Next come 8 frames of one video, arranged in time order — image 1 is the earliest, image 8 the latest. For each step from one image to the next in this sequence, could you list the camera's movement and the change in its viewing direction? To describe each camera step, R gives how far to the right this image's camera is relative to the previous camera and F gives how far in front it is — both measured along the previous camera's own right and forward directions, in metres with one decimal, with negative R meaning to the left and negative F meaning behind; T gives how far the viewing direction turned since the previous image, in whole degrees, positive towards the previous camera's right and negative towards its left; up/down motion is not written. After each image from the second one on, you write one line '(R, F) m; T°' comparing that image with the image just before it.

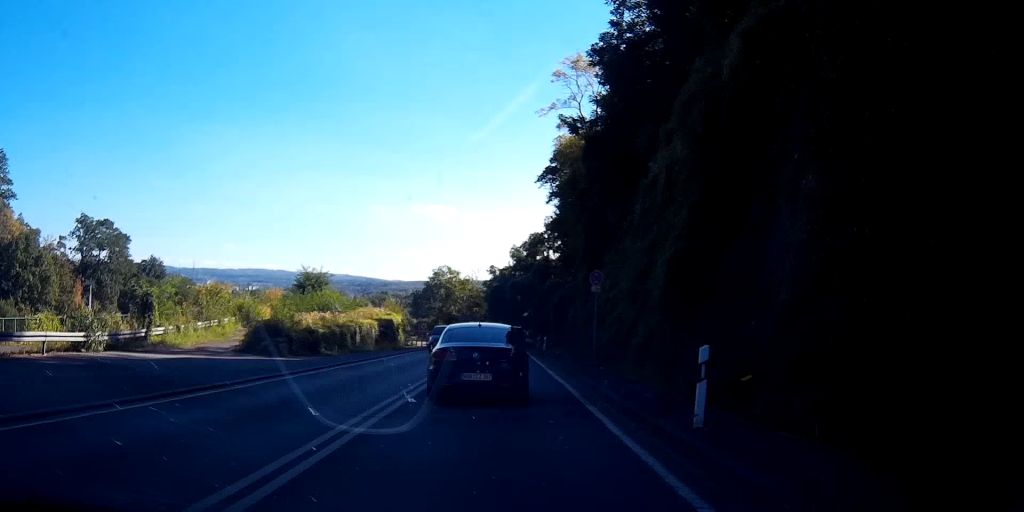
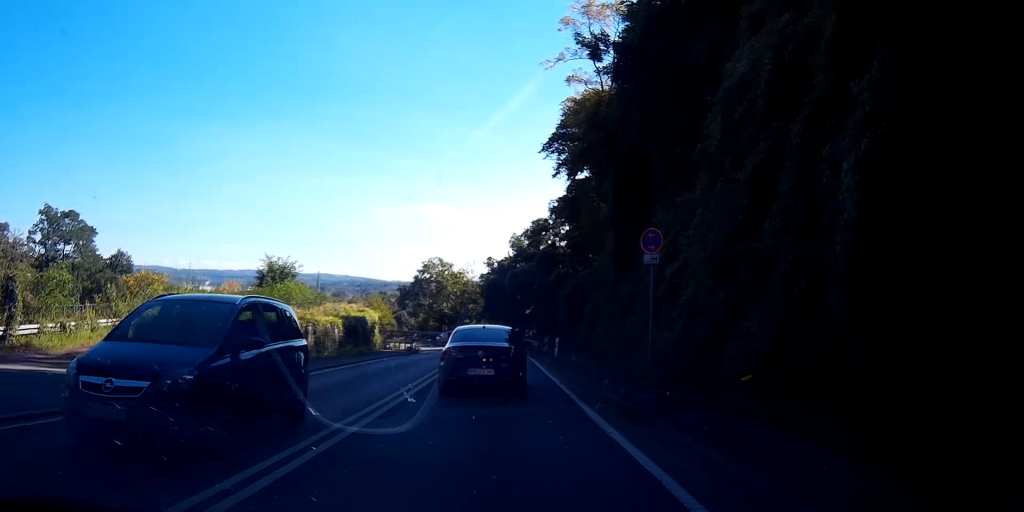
(+0.3, +12.7) m; +5°
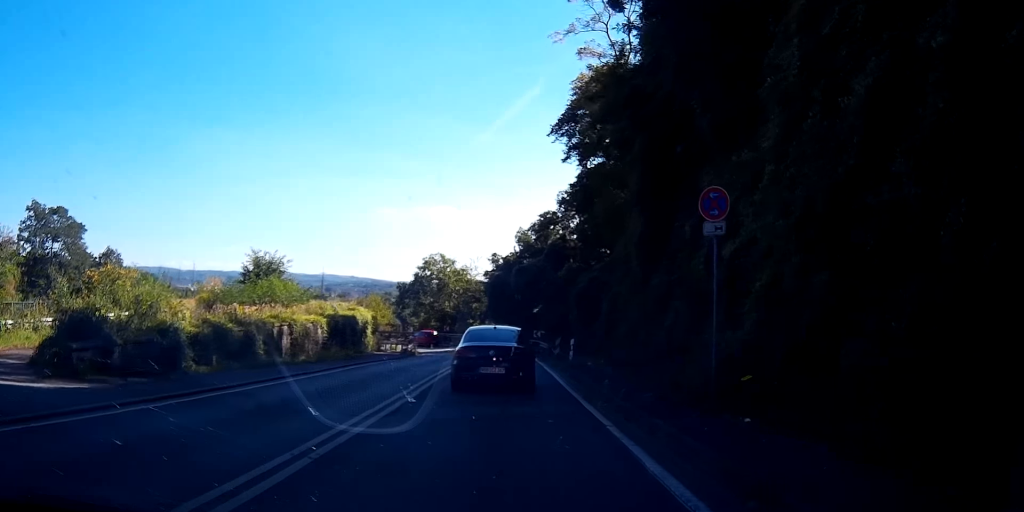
(+0.1, +5.5) m; +2°
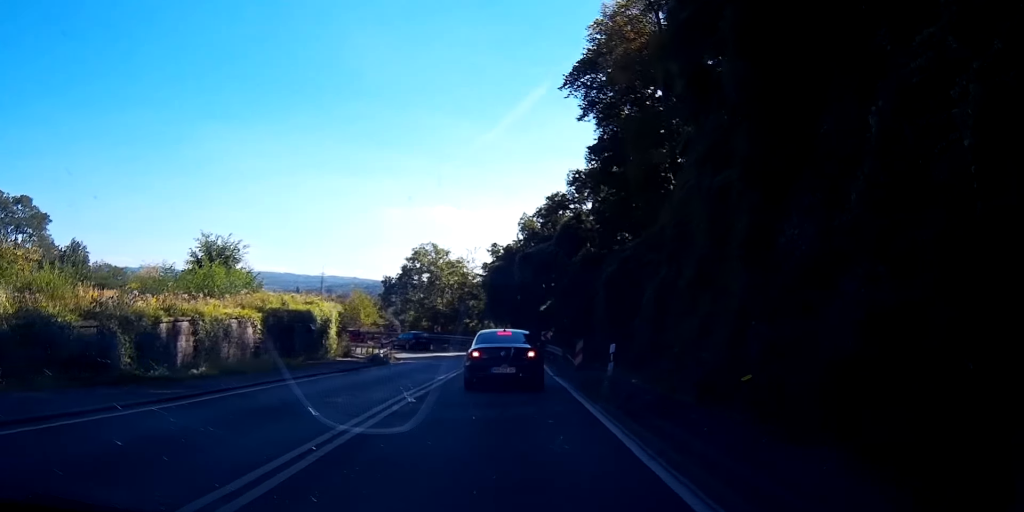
(+0.1, +10.3) m; +1°
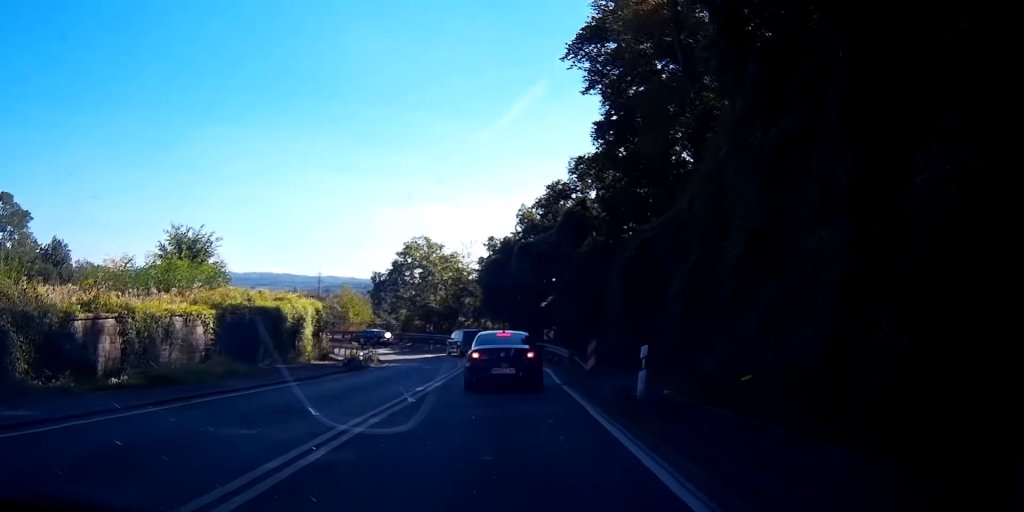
(0.0, +4.0) m; 0°
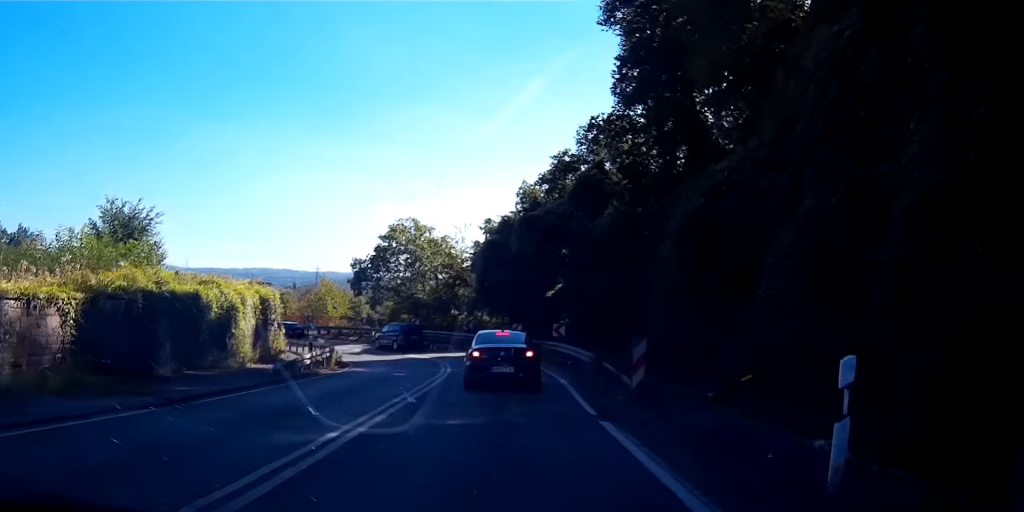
(-0.1, +7.7) m; -2°
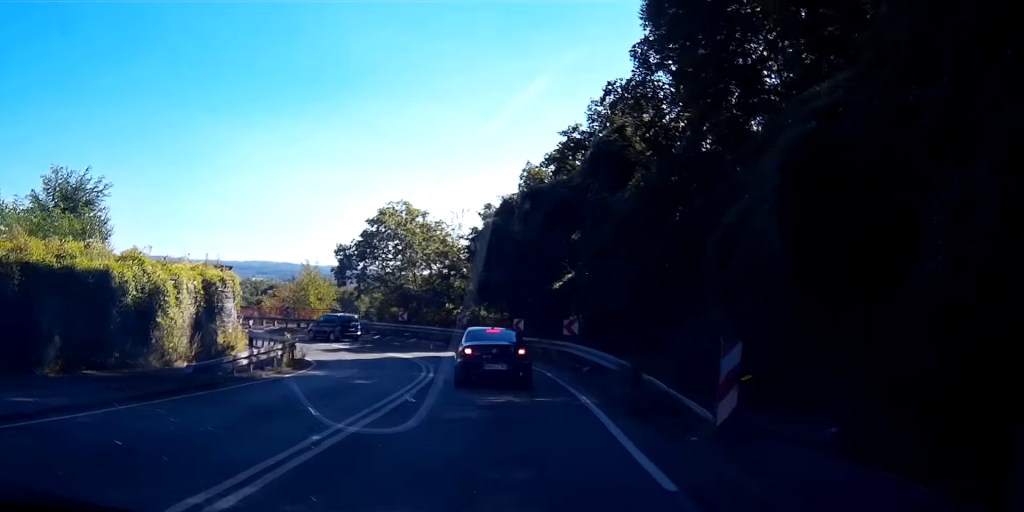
(0.0, +5.4) m; -3°
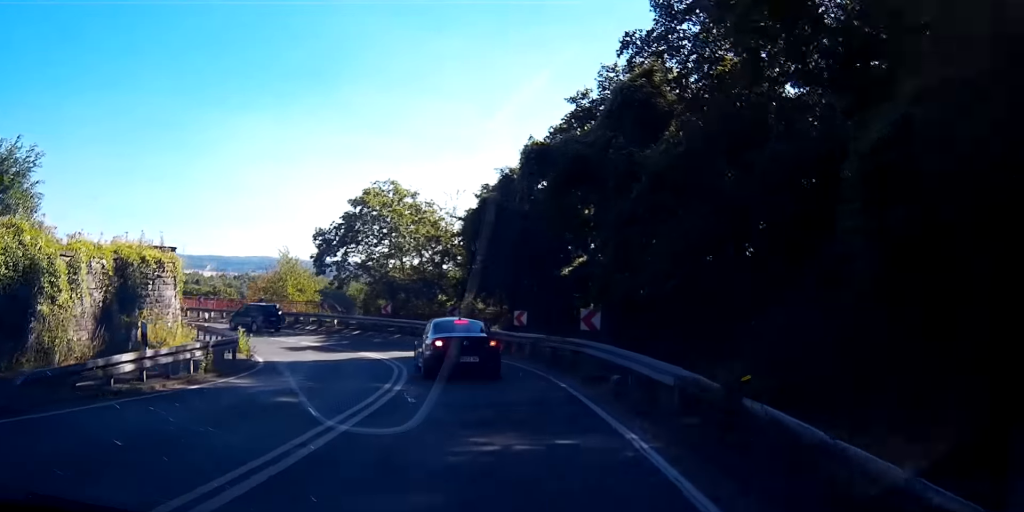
(-0.2, +5.5) m; -5°
